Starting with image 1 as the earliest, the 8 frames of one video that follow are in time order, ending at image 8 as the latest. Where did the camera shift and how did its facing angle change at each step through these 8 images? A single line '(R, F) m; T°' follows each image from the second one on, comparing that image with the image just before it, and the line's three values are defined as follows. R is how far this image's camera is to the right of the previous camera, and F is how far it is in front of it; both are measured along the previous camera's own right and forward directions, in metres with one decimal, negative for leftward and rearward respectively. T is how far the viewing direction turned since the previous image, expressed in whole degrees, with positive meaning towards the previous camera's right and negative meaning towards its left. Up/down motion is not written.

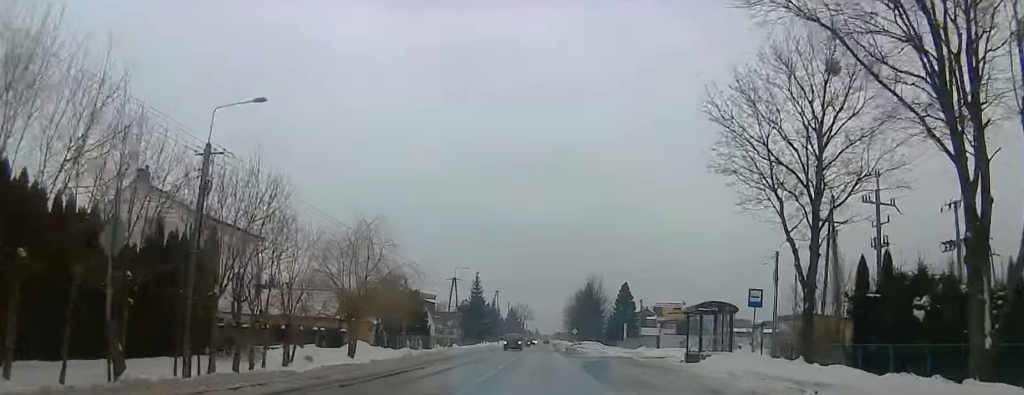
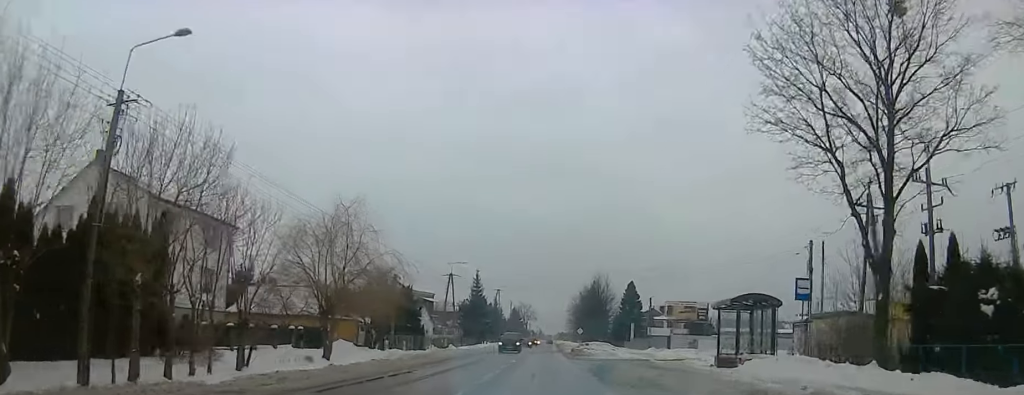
(0.0, +5.2) m; 0°
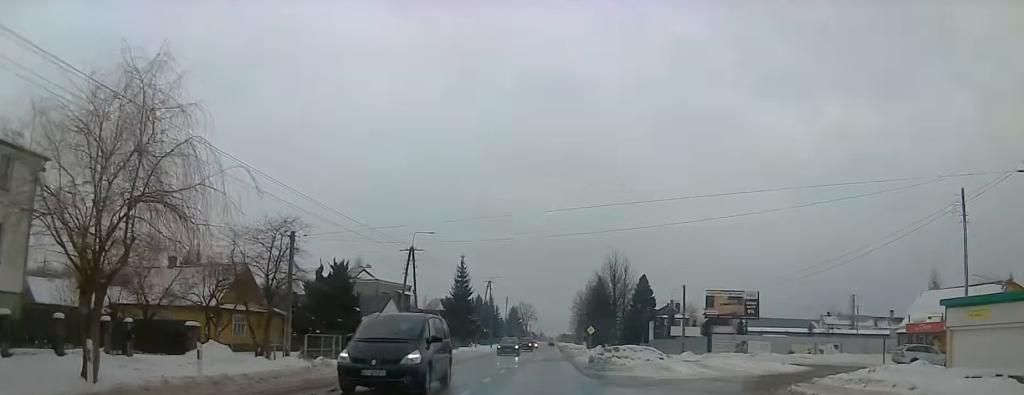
(0.0, +20.1) m; 0°
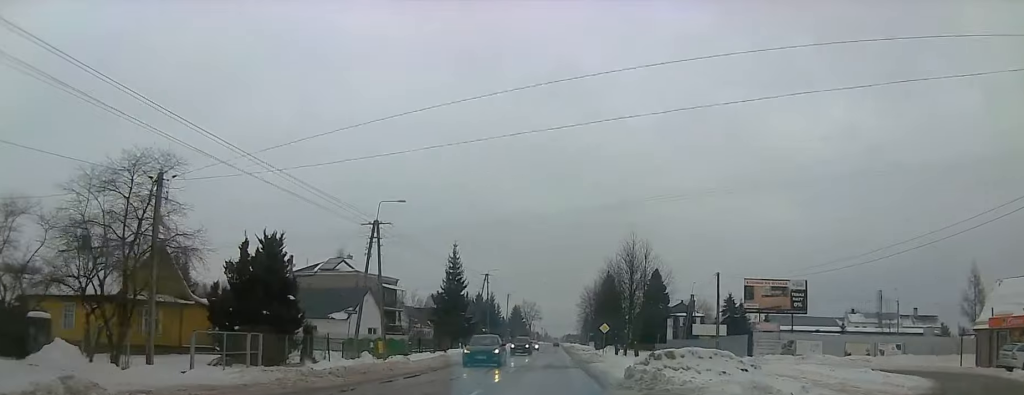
(0.0, +11.4) m; 0°
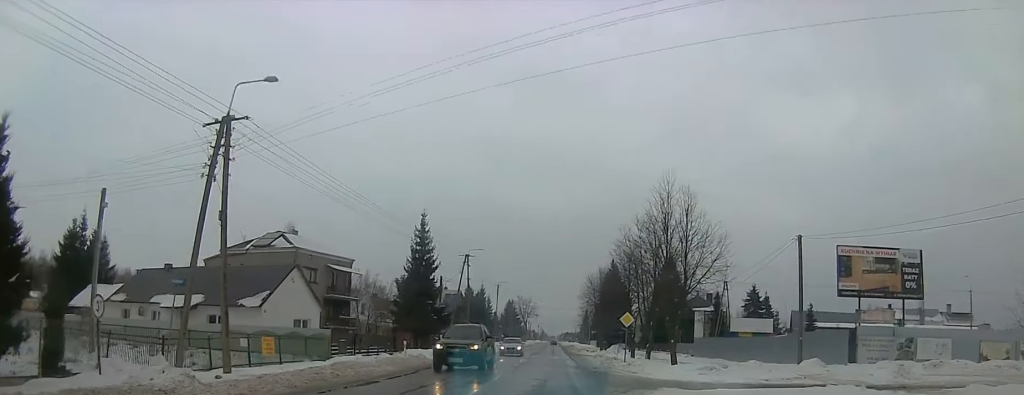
(0.0, +18.3) m; 0°
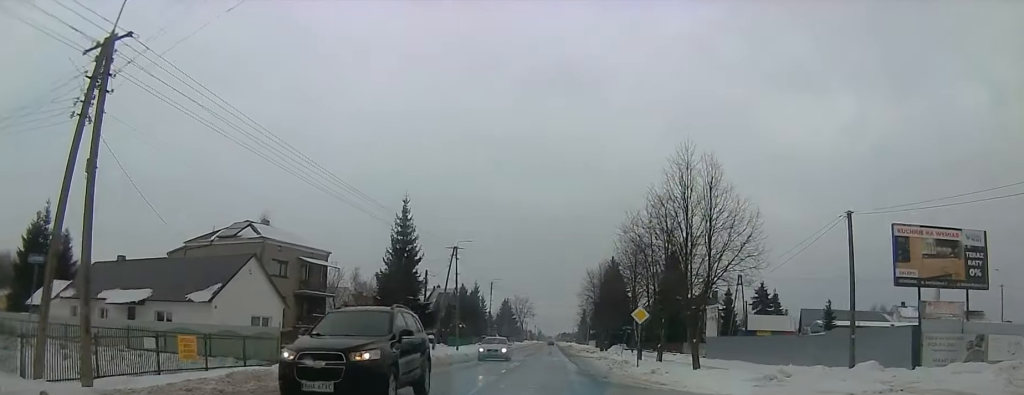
(0.0, +6.5) m; 0°
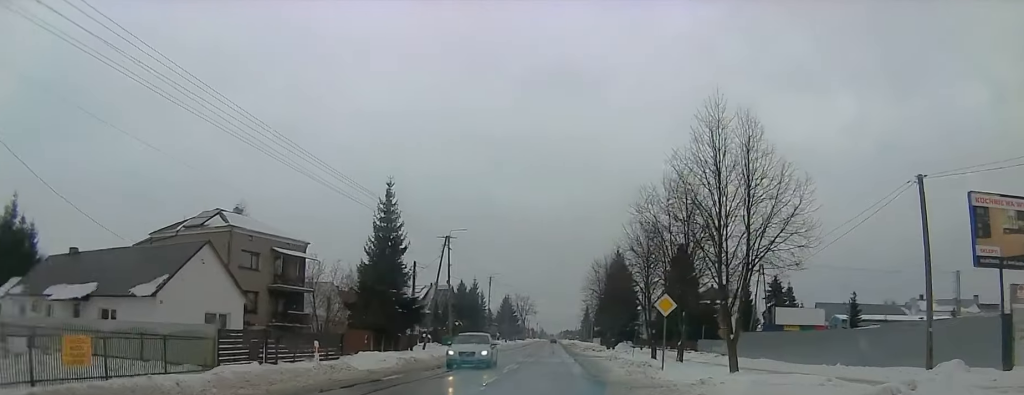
(0.0, +6.1) m; 0°
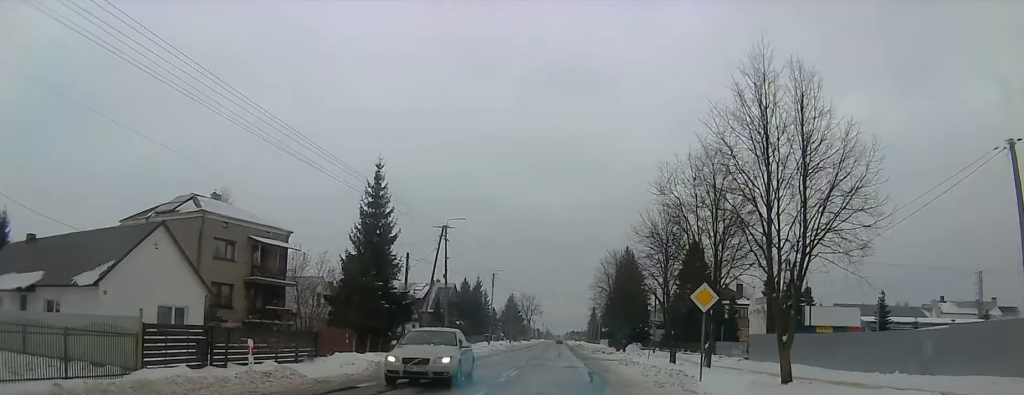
(0.0, +5.2) m; 0°
